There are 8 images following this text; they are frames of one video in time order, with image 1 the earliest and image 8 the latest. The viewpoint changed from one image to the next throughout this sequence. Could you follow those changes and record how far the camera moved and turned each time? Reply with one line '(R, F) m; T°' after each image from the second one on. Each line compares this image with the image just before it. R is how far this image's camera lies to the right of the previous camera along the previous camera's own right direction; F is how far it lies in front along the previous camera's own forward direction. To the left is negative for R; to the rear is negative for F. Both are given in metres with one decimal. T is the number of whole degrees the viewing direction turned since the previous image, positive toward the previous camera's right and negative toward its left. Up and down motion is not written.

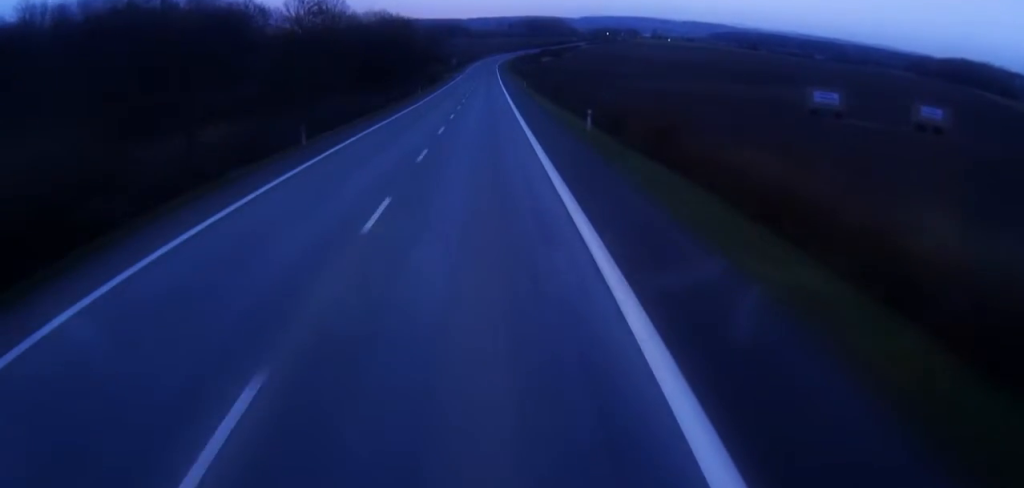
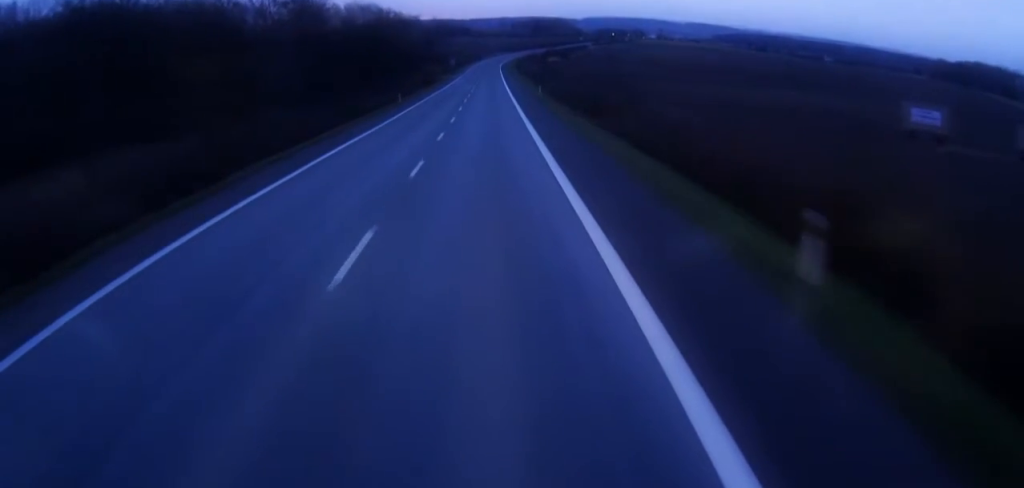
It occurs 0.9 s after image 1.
(+0.1, +30.3) m; +3°
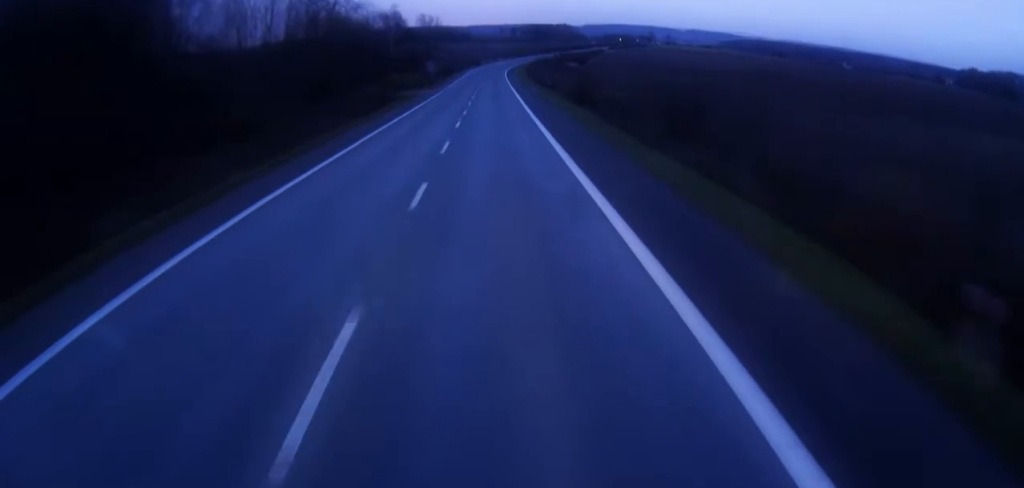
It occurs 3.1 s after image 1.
(+7.3, +64.4) m; +9°
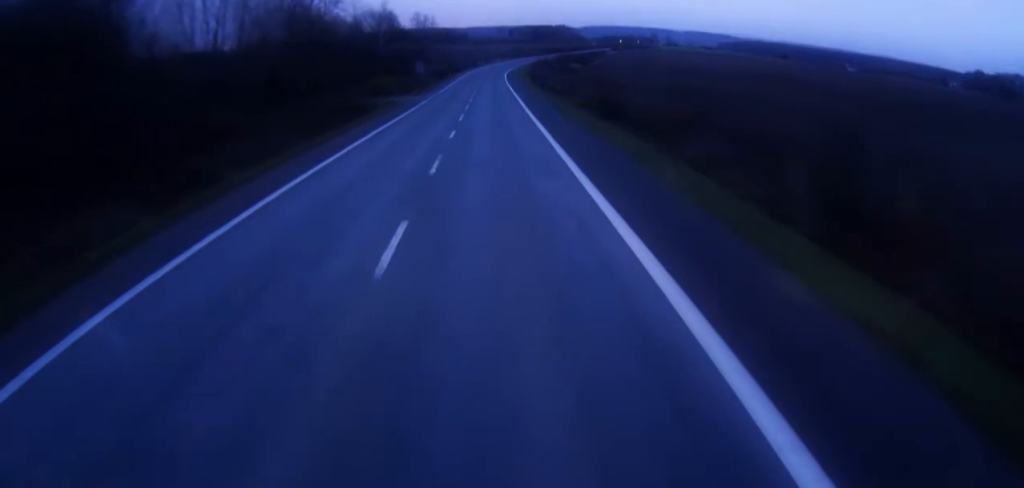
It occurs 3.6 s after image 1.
(-0.1, +13.5) m; 0°
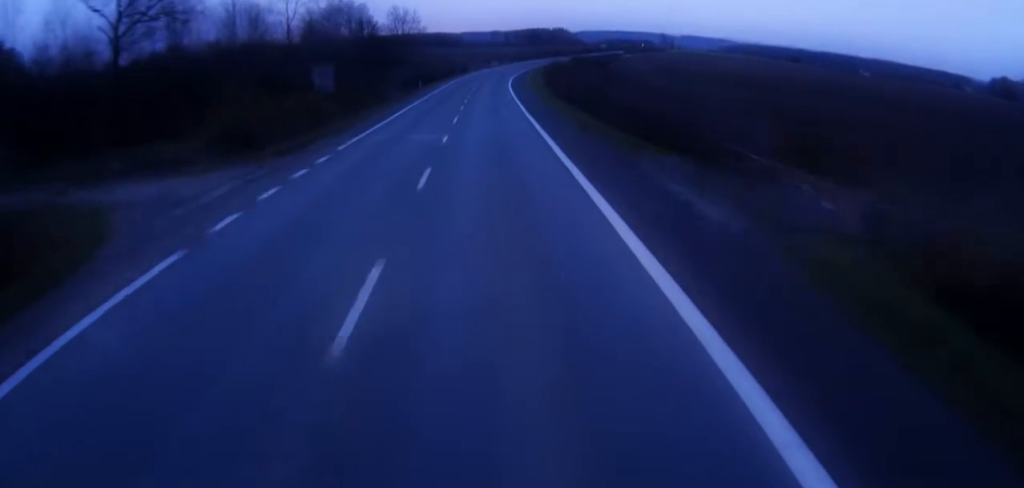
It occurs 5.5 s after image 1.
(+0.8, +50.2) m; +2°
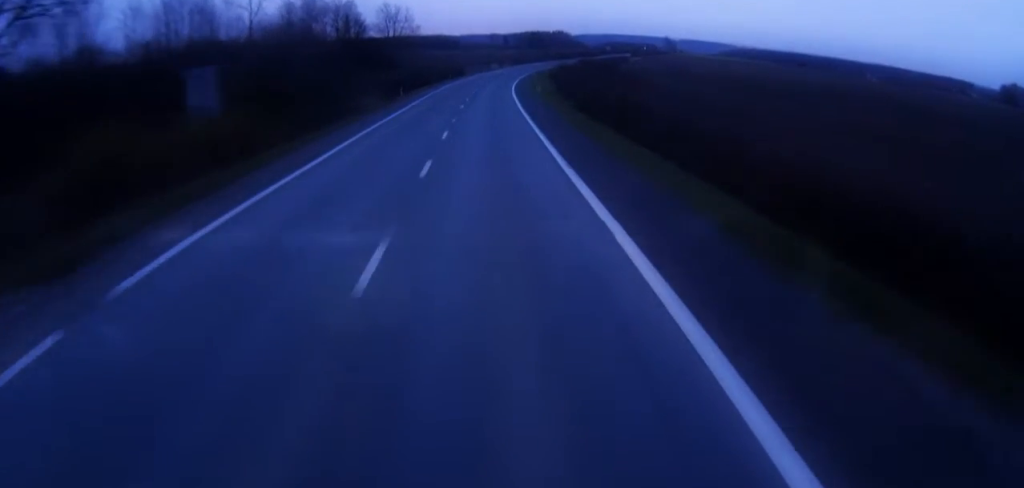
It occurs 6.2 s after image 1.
(0.0, +16.7) m; 0°
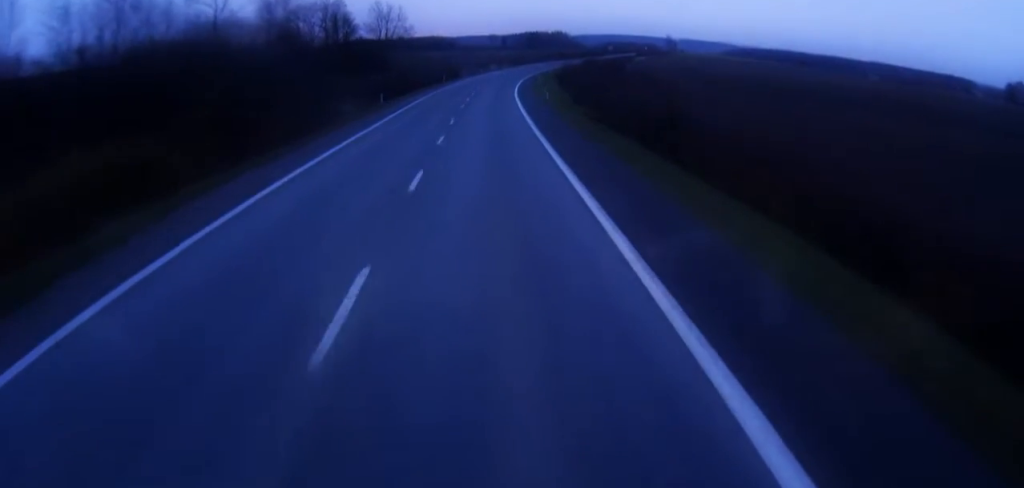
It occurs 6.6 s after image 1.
(0.0, +11.4) m; 0°
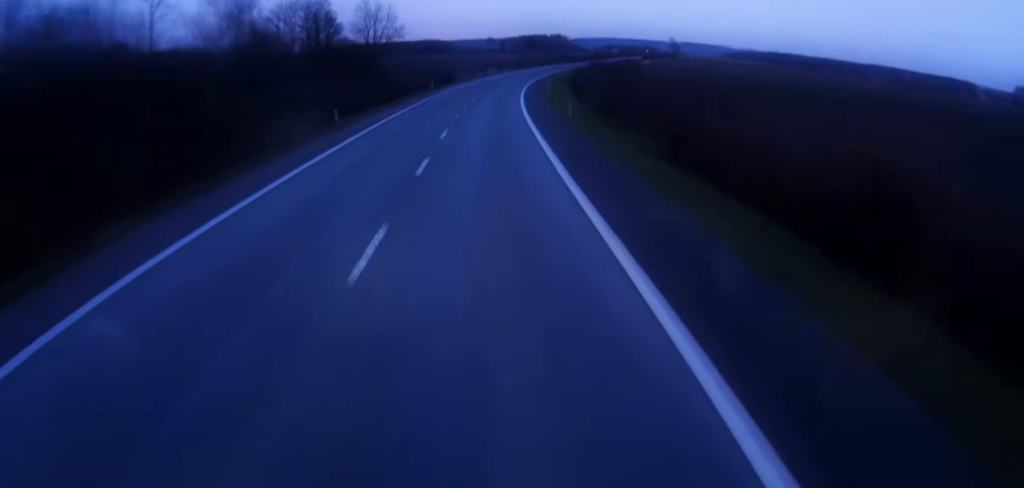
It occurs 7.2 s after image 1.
(0.0, +15.6) m; 0°
